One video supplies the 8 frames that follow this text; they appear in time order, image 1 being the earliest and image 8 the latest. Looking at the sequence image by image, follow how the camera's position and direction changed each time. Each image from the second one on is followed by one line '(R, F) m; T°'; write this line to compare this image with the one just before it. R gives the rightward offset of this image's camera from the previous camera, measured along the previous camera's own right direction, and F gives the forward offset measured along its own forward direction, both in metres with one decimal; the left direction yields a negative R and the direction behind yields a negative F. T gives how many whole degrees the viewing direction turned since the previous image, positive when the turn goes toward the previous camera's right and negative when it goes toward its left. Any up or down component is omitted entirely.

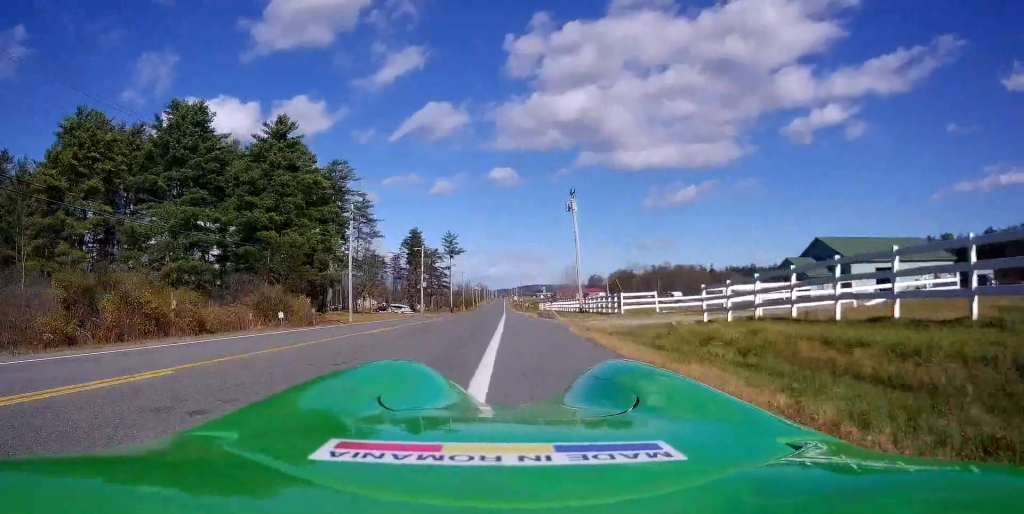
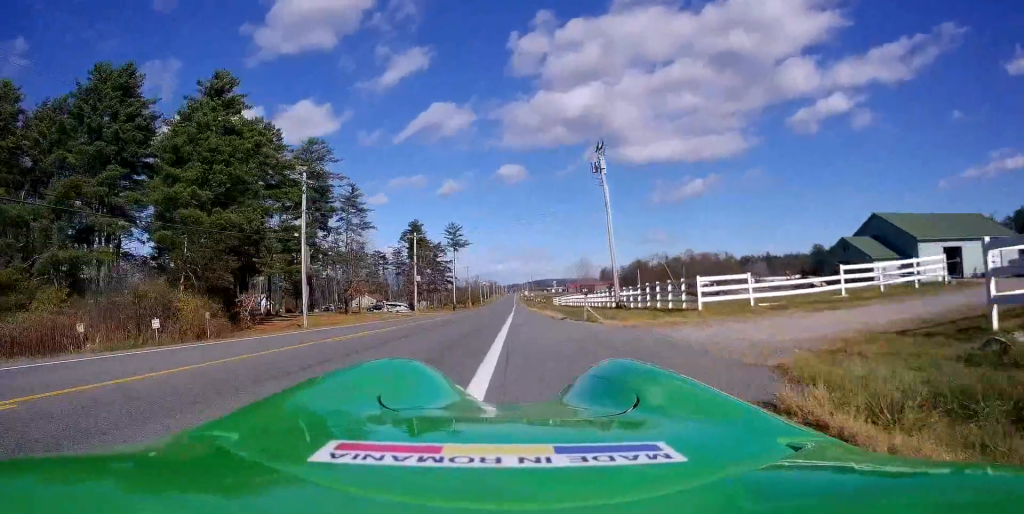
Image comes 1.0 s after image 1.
(0.0, +15.0) m; 0°
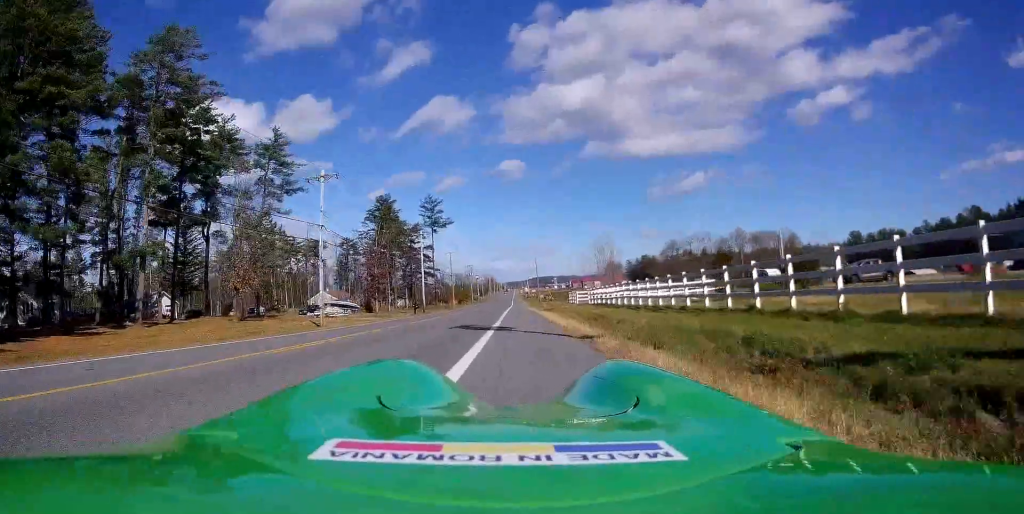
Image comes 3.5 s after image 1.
(-0.3, +38.5) m; 0°
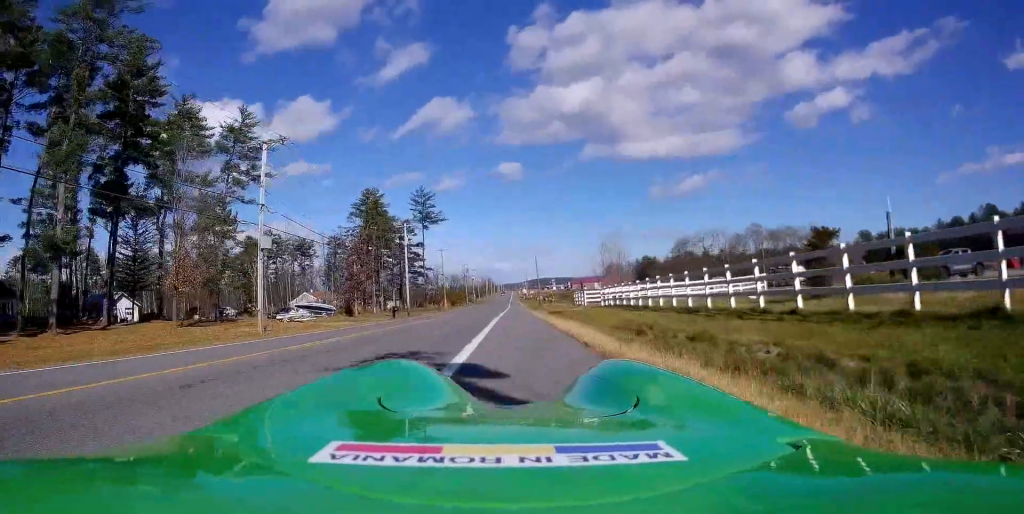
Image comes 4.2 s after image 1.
(+0.4, +10.3) m; 0°
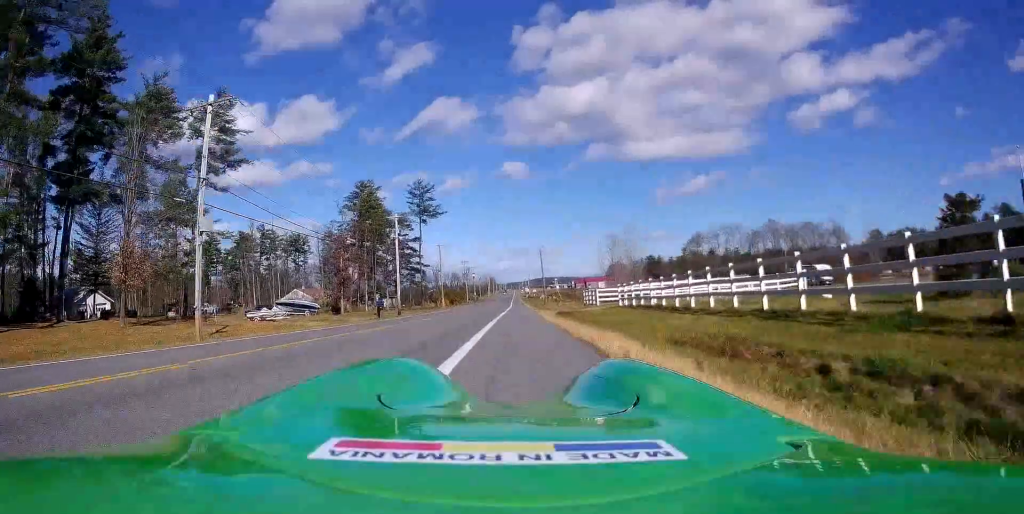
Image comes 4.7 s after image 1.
(-0.2, +7.2) m; -1°
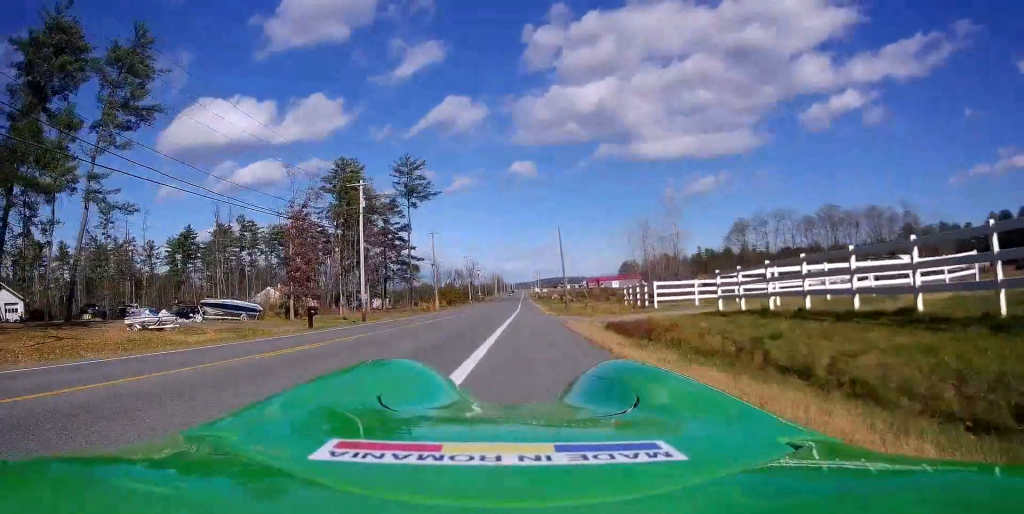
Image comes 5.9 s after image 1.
(-0.3, +19.0) m; -1°
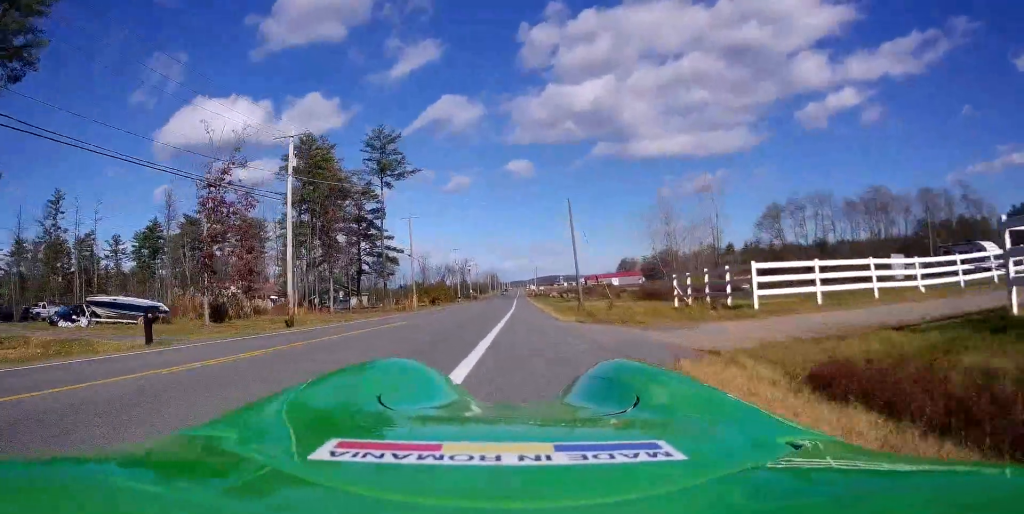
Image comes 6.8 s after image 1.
(0.0, +14.6) m; 0°
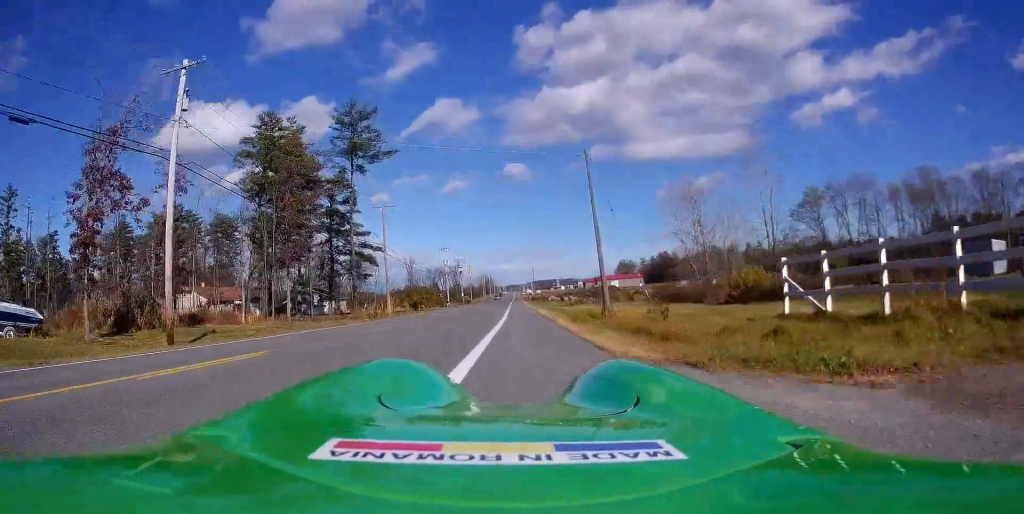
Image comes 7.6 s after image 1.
(-0.1, +12.7) m; 0°
